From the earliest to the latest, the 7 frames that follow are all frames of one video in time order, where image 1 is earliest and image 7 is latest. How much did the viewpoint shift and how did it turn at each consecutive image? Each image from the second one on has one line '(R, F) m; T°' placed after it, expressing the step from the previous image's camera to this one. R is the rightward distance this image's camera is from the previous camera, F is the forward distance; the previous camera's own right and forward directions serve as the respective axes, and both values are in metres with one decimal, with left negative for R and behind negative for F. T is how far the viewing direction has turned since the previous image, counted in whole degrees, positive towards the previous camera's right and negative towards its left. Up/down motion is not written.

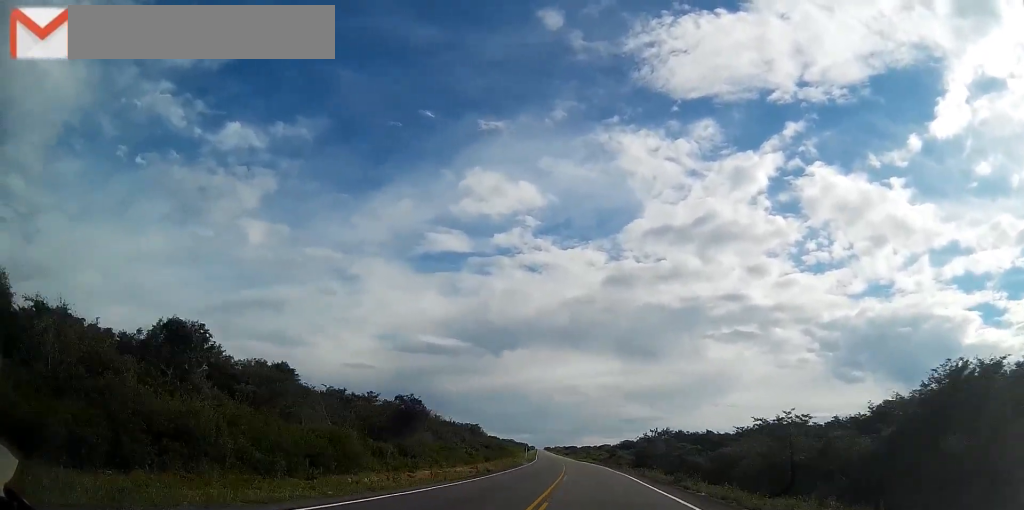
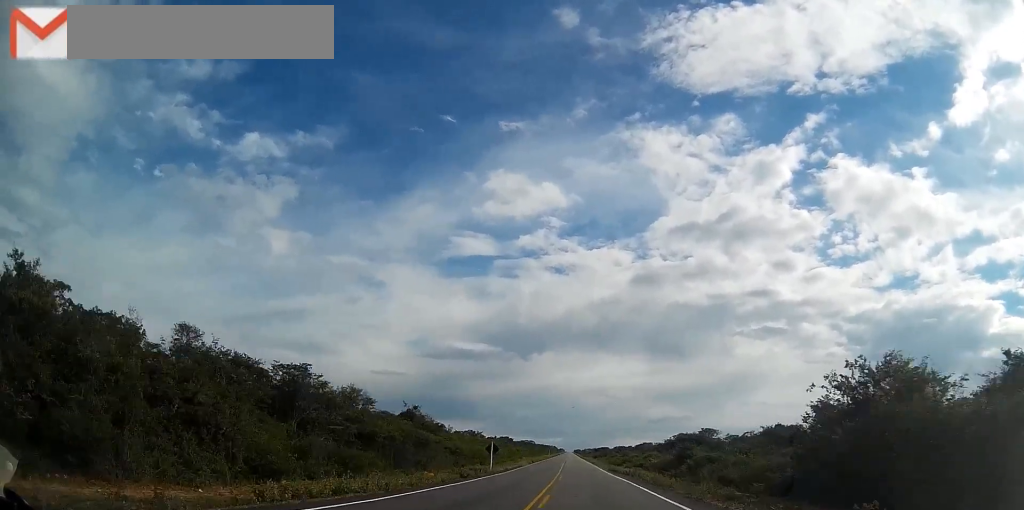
(-2.3, +60.0) m; -3°
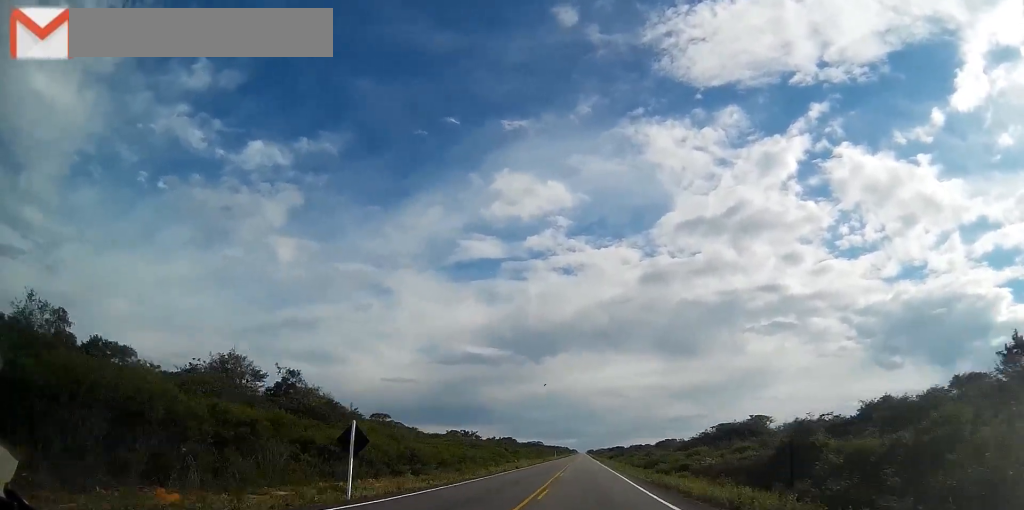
(0.0, +28.6) m; 0°
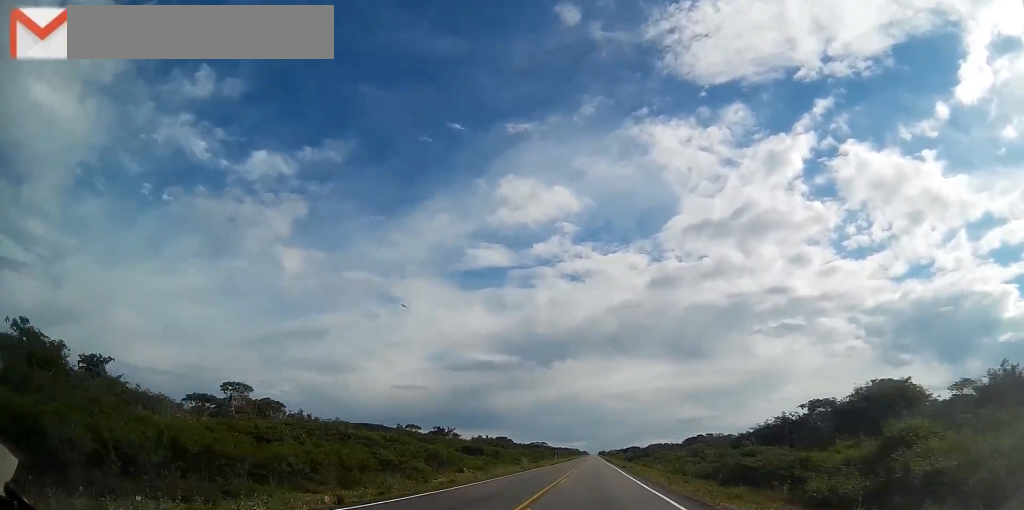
(-0.2, +40.7) m; -1°
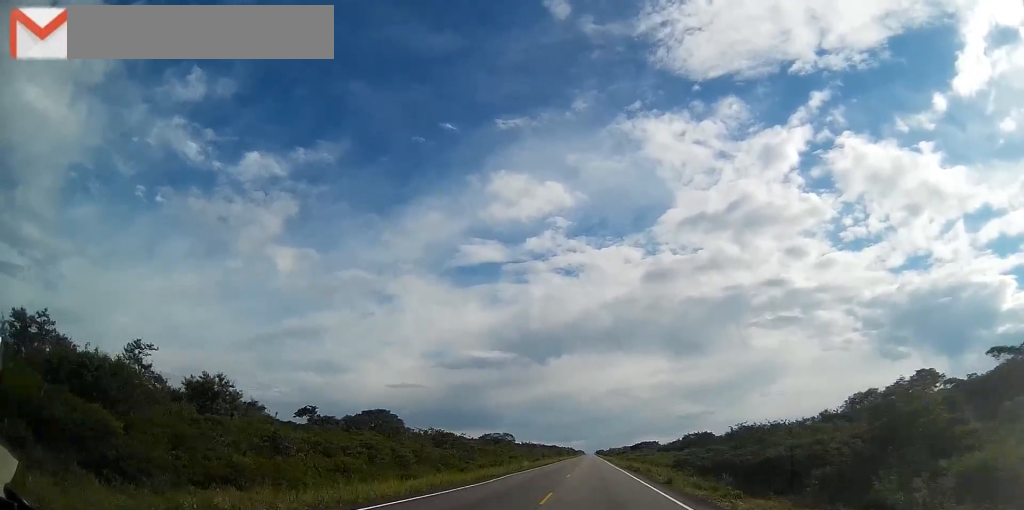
(-3.1, +103.0) m; -2°
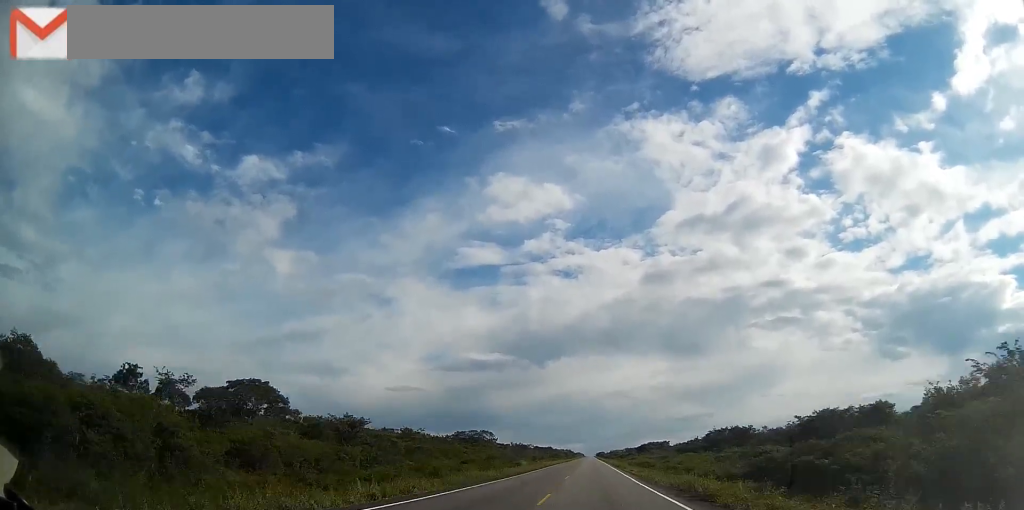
(-0.1, +33.4) m; 0°
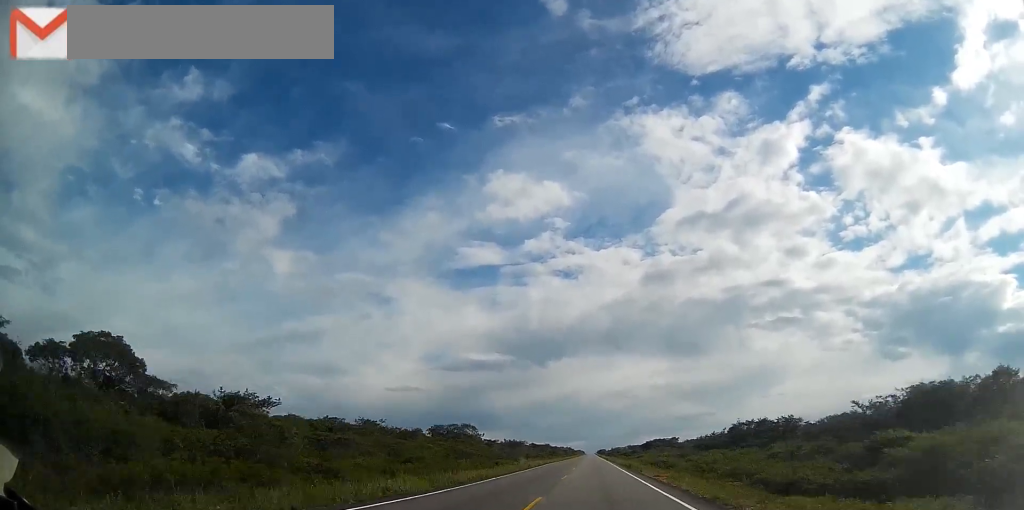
(0.0, +18.2) m; 0°
